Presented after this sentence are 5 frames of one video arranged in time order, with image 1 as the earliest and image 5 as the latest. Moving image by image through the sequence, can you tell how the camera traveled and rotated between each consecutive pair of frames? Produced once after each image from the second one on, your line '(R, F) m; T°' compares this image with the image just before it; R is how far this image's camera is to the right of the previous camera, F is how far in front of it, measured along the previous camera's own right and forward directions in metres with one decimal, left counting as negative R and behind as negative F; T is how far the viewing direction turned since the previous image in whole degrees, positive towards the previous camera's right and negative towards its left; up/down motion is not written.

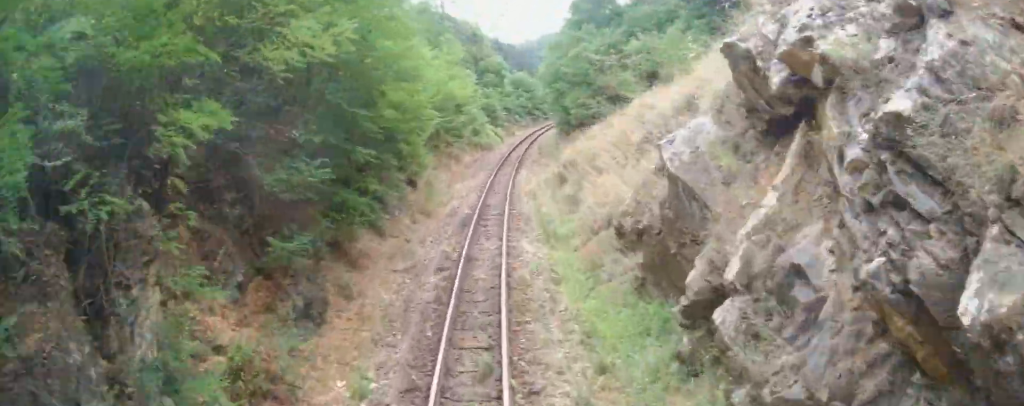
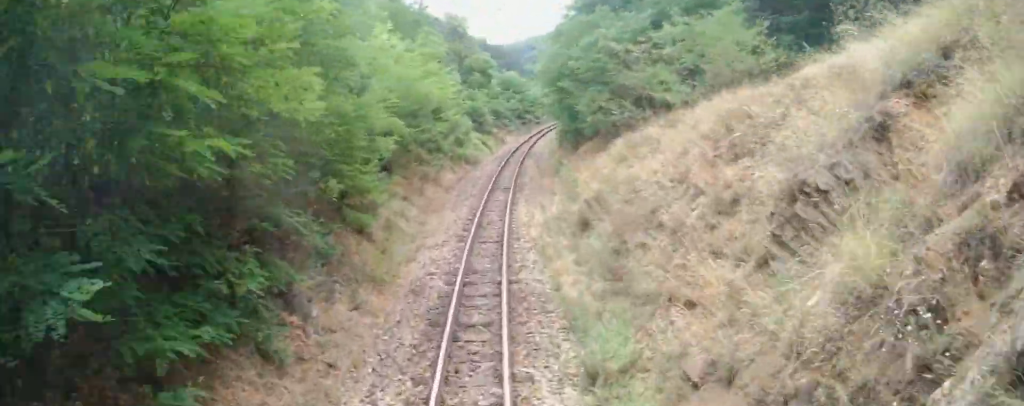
(0.0, +6.8) m; 0°
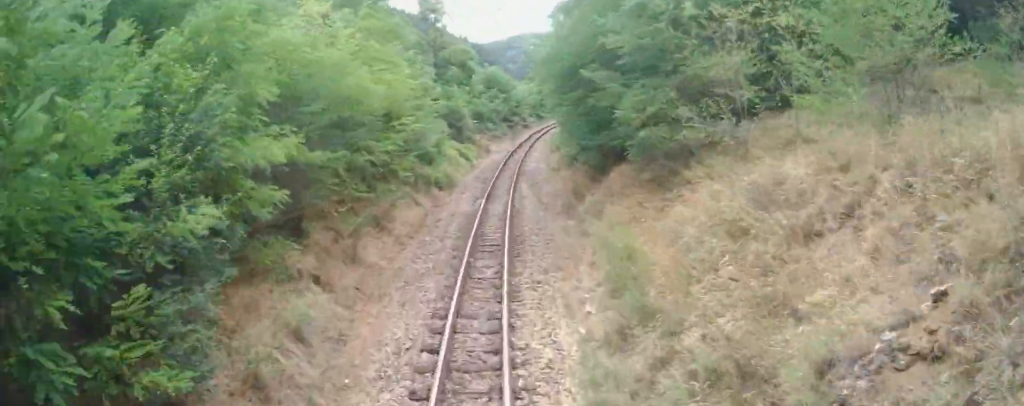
(0.0, +9.0) m; 0°
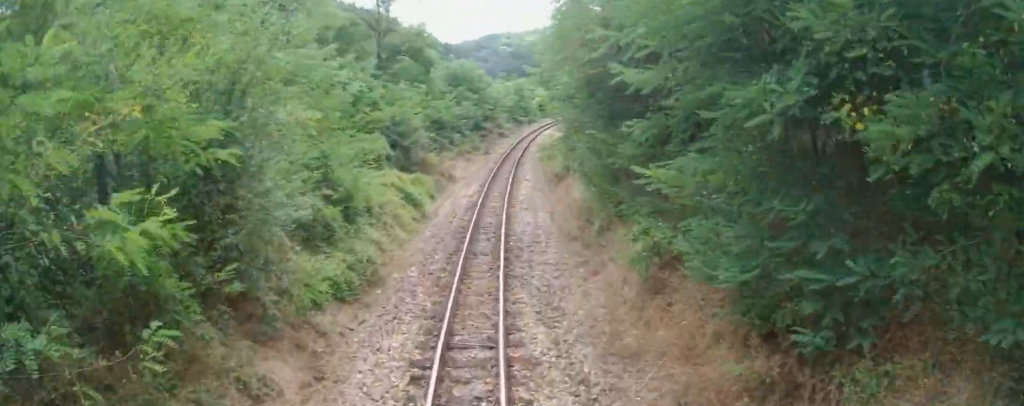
(0.0, +12.9) m; +2°
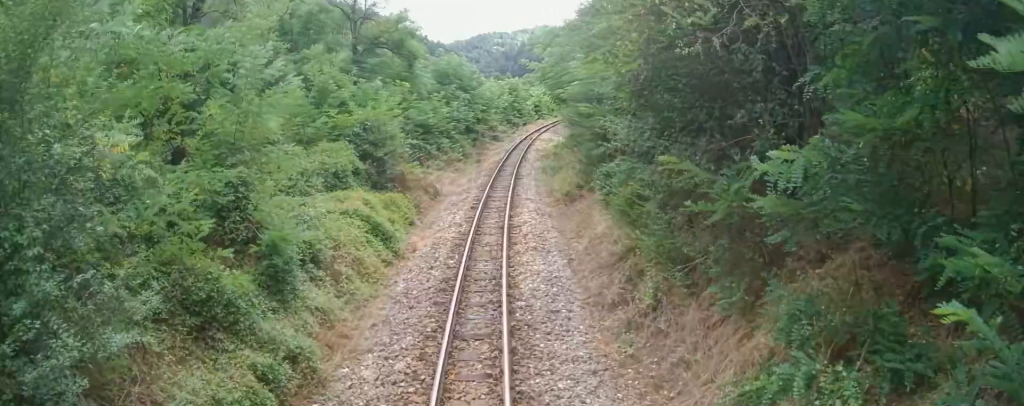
(-0.2, +4.7) m; +3°
